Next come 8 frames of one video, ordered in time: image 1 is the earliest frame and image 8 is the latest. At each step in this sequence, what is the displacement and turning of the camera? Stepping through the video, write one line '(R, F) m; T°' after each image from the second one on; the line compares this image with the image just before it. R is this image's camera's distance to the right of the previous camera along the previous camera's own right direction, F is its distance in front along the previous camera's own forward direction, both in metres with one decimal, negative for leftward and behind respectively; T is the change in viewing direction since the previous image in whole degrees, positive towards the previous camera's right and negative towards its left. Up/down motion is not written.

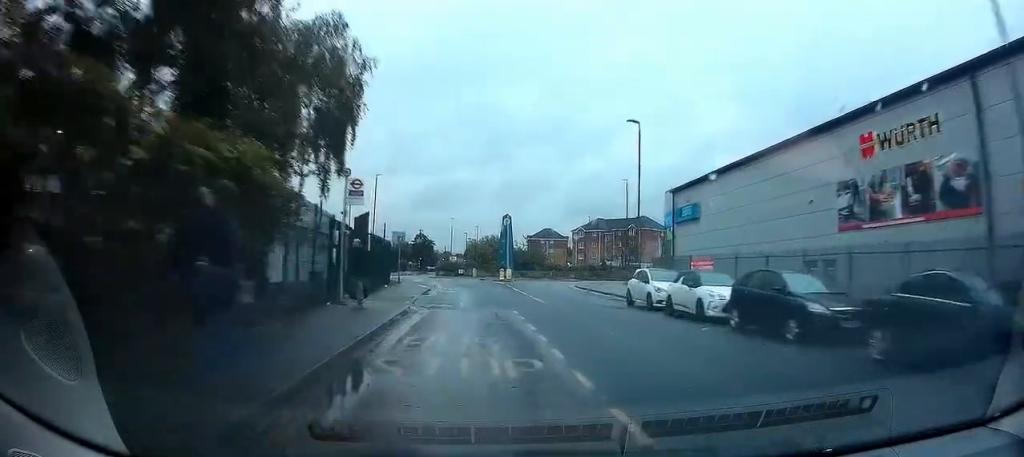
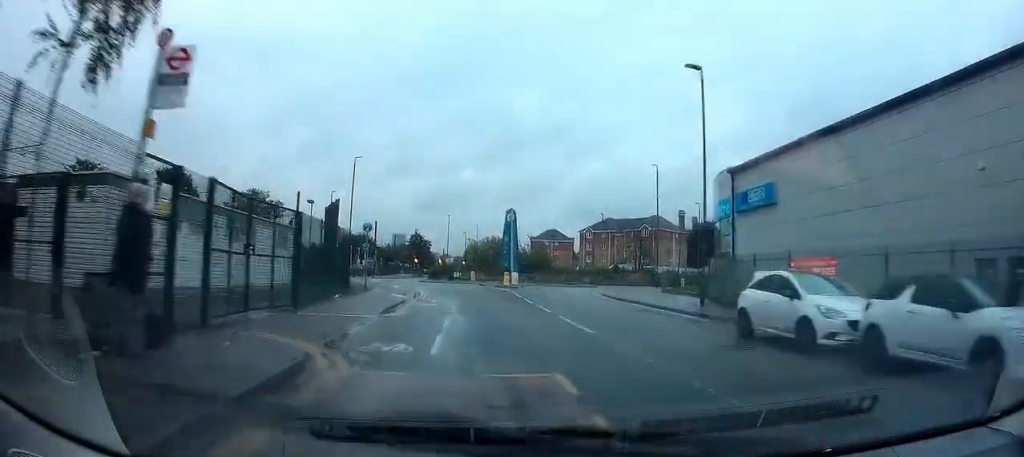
(+0.2, +10.5) m; +2°
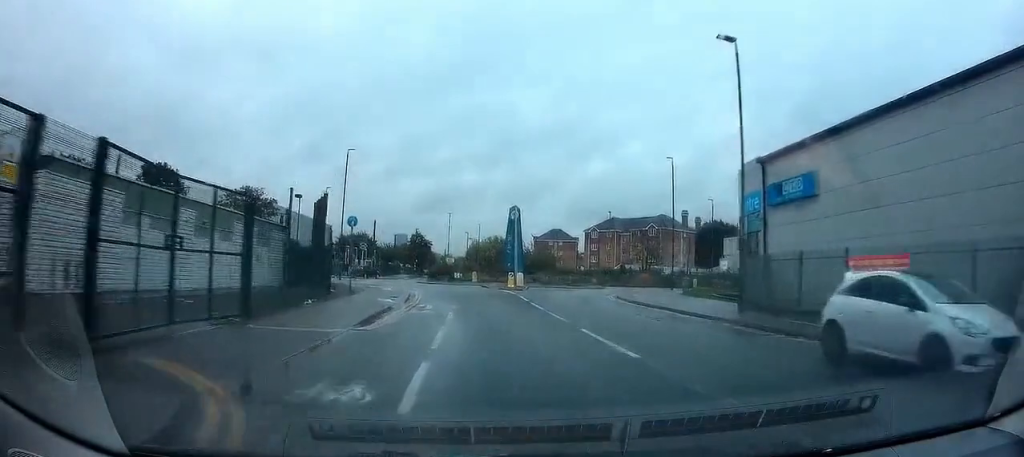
(0.0, +3.6) m; +1°
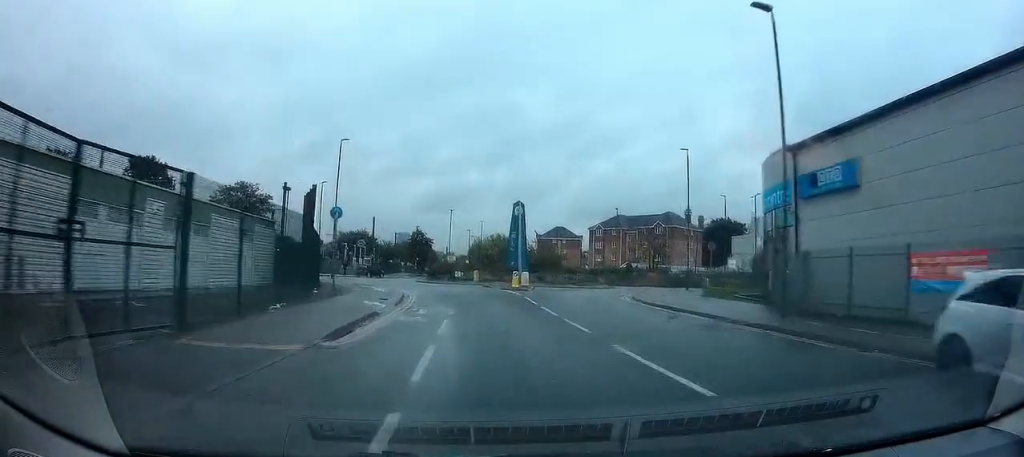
(0.0, +3.0) m; +1°
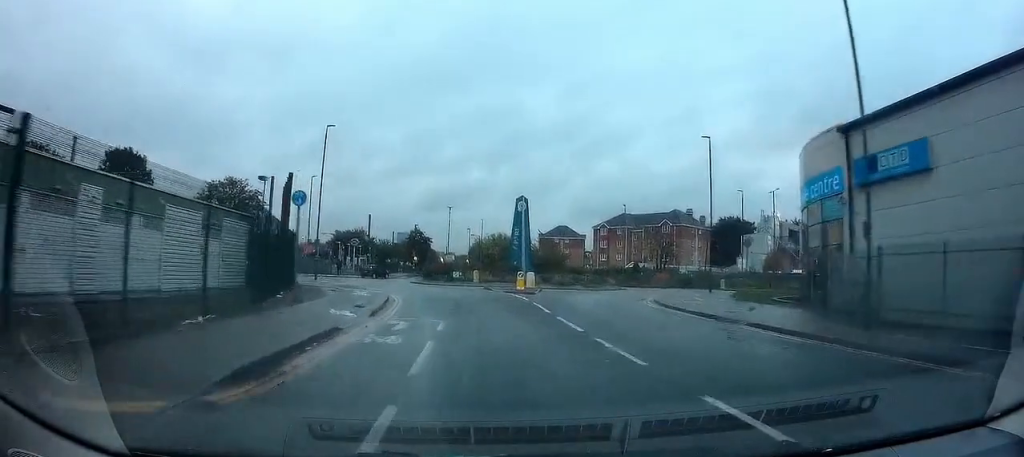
(+0.1, +4.4) m; +1°
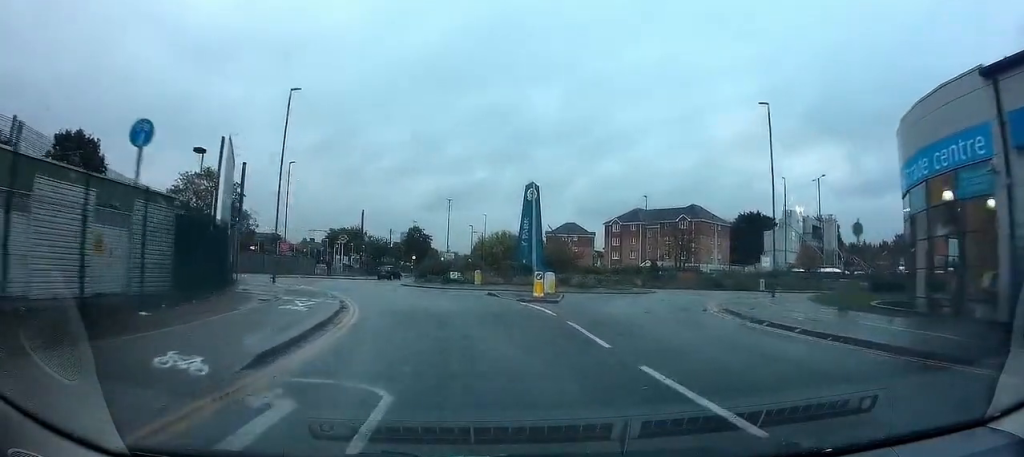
(+0.1, +8.6) m; +1°
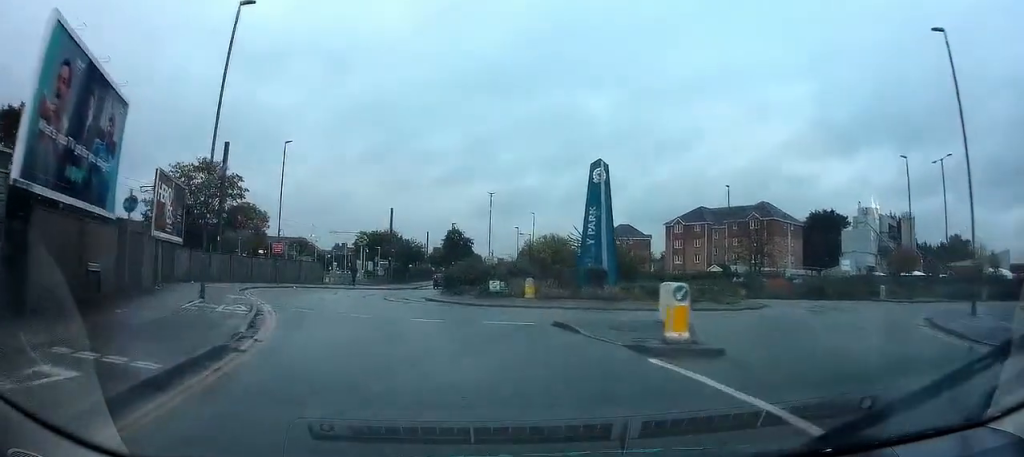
(-0.6, +12.4) m; -9°
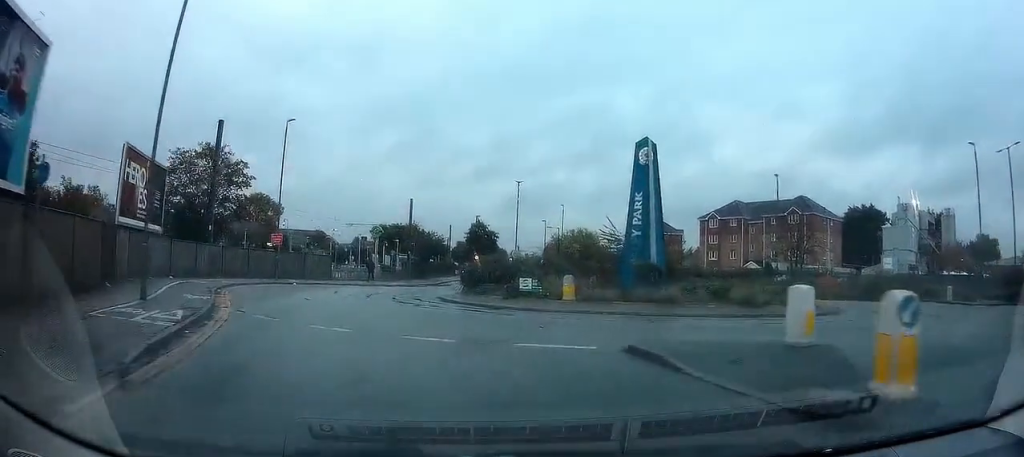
(-0.2, +5.3) m; -7°
